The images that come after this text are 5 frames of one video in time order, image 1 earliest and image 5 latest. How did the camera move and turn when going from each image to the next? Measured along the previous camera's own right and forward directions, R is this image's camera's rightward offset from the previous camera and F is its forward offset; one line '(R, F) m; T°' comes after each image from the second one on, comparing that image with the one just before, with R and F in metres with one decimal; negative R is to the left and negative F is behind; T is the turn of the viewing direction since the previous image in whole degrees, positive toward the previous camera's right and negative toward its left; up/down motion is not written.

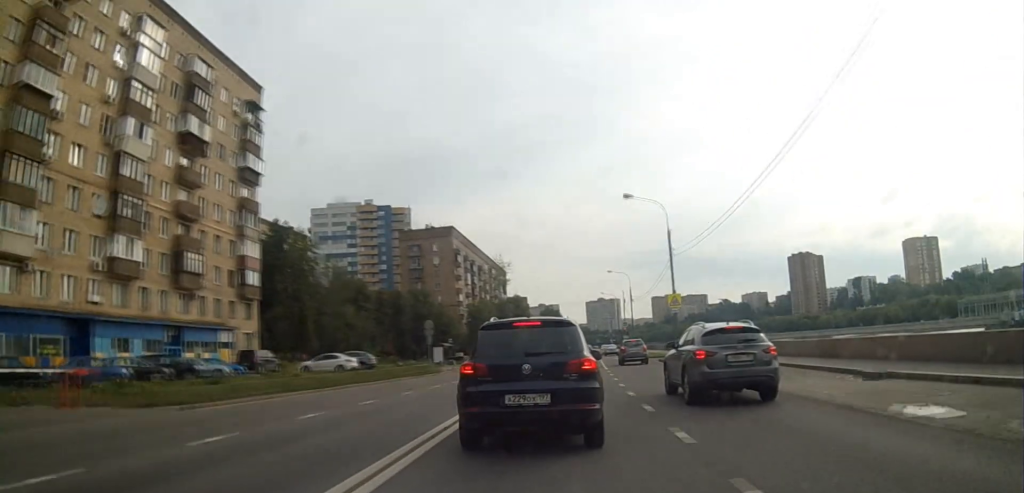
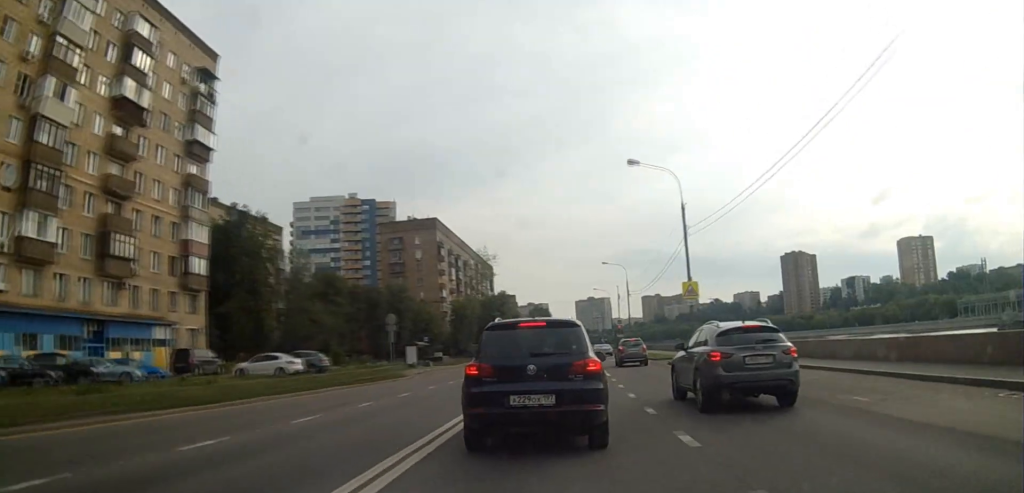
(-0.1, +9.4) m; +1°
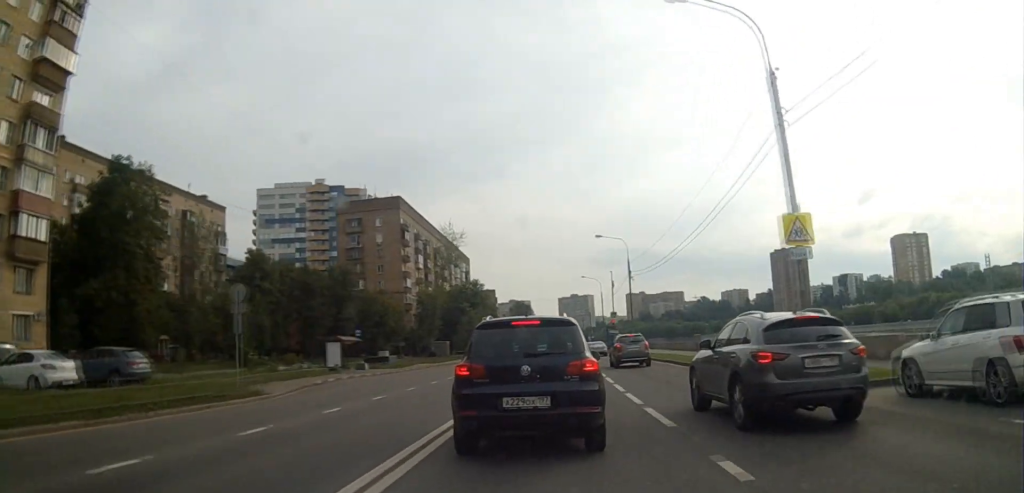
(+0.4, +21.3) m; +3°
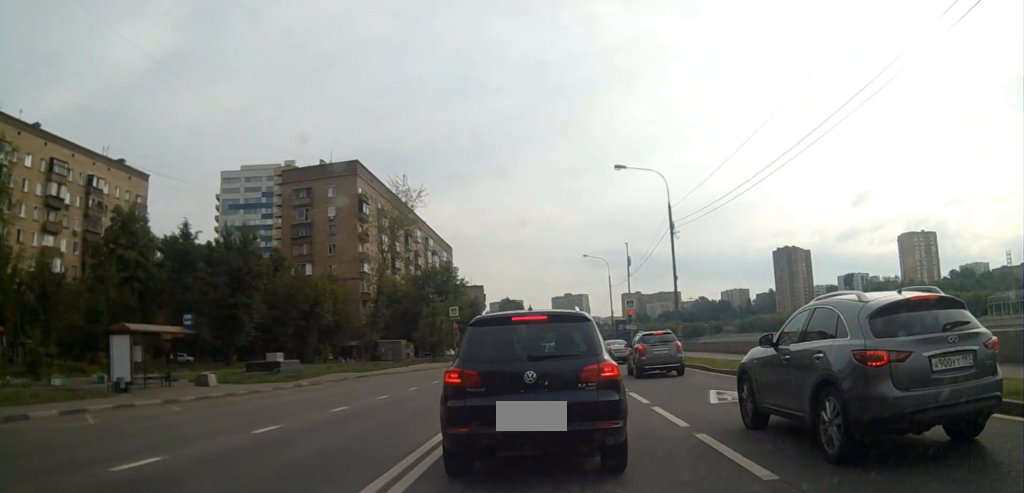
(+0.4, +28.3) m; +1°
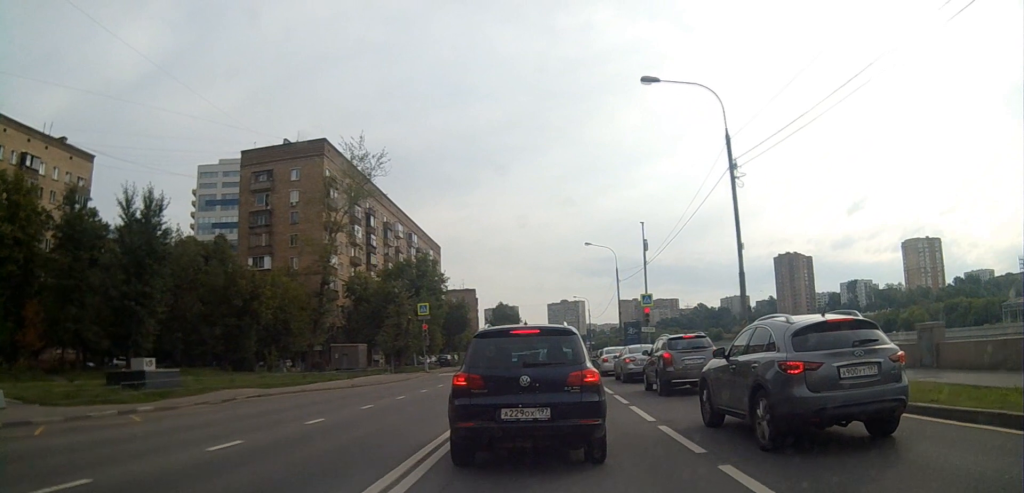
(+0.1, +17.2) m; +1°
